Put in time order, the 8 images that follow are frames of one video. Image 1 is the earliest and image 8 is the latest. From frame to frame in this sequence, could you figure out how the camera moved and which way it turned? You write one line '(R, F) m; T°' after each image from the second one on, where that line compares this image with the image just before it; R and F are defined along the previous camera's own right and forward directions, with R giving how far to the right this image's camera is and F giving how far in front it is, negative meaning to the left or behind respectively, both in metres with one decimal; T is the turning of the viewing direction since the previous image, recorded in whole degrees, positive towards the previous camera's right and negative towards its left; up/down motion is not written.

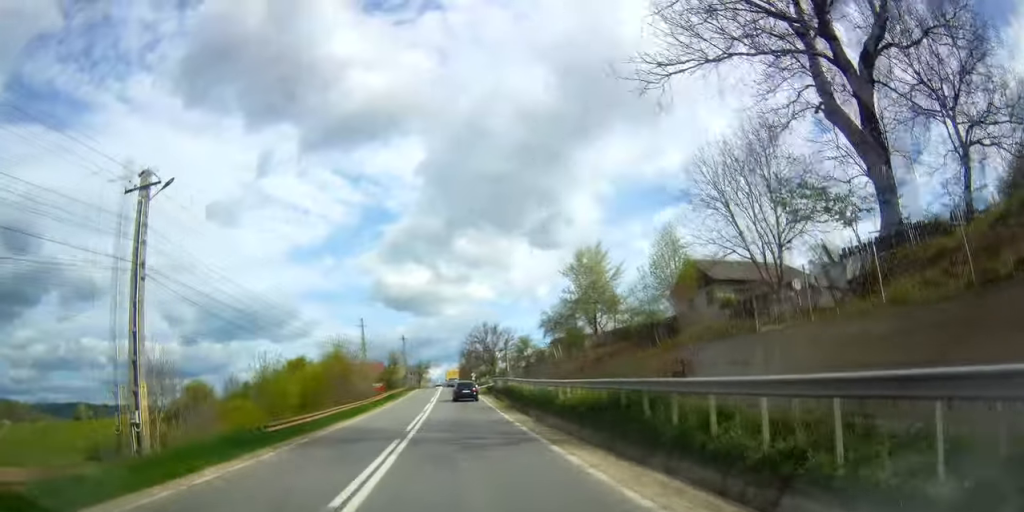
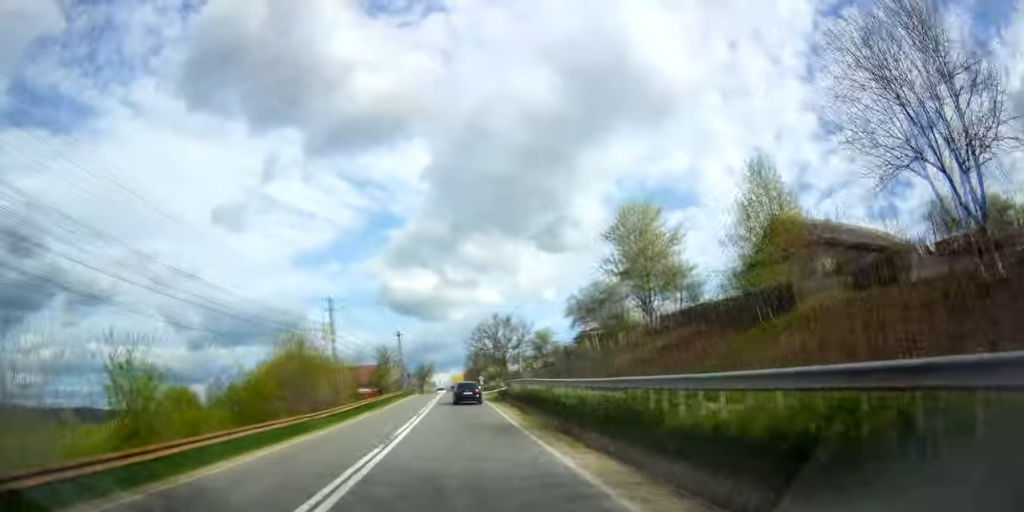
(-0.1, +14.9) m; 0°
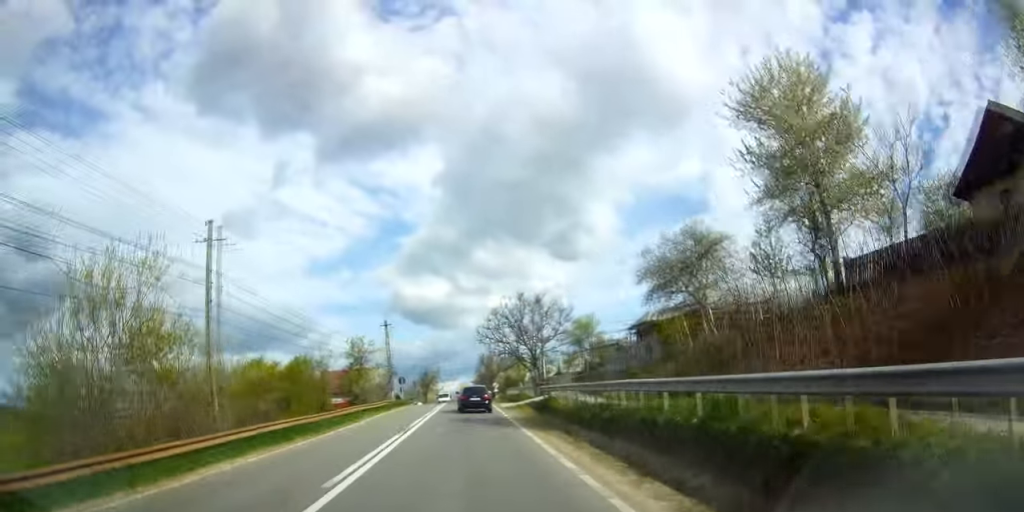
(+0.2, +22.3) m; +1°
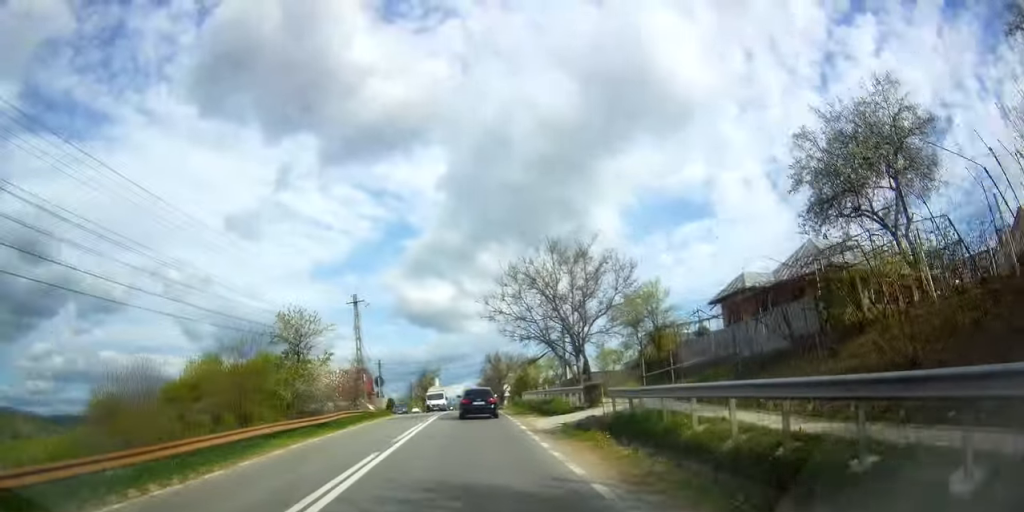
(+0.2, +19.3) m; -1°
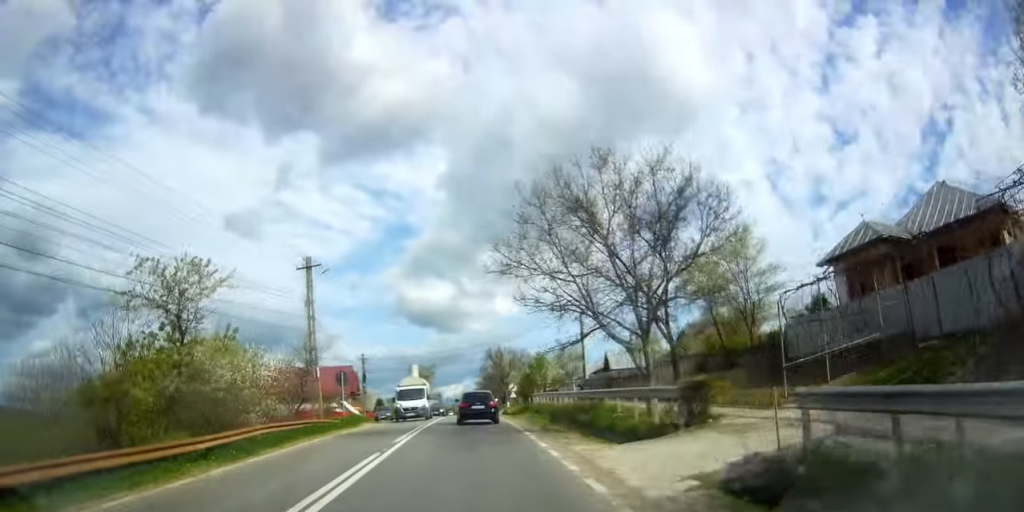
(0.0, +14.0) m; -1°
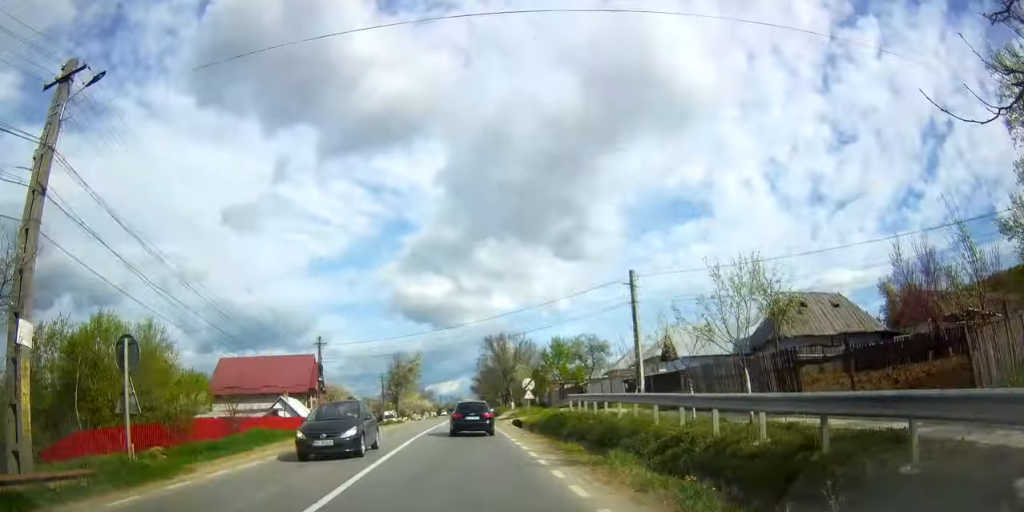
(-0.6, +22.8) m; -1°
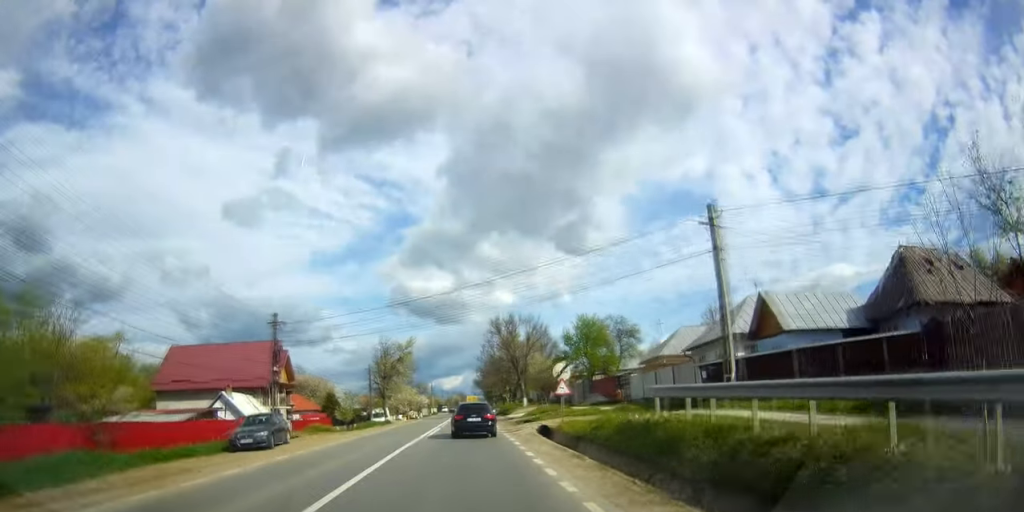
(+0.1, +14.2) m; -1°
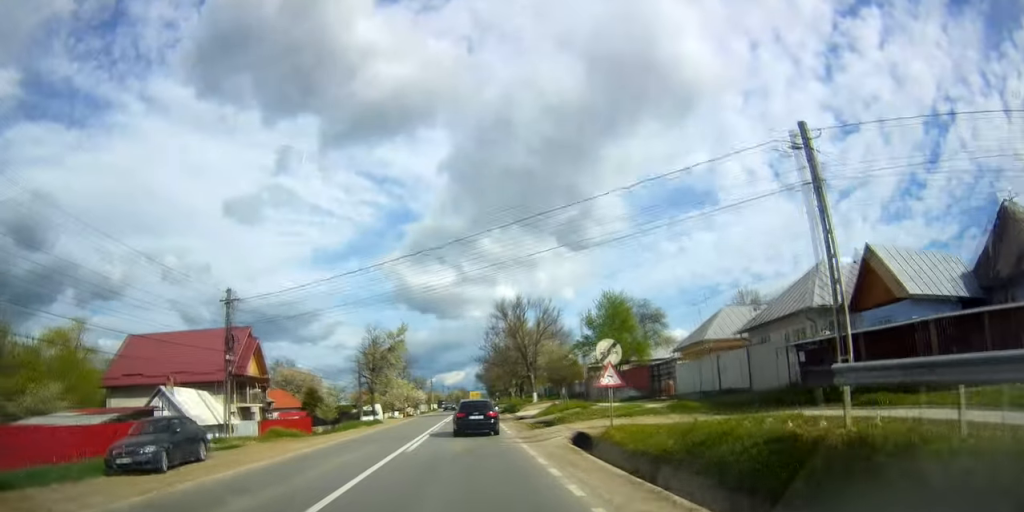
(-0.2, +8.1) m; -1°
